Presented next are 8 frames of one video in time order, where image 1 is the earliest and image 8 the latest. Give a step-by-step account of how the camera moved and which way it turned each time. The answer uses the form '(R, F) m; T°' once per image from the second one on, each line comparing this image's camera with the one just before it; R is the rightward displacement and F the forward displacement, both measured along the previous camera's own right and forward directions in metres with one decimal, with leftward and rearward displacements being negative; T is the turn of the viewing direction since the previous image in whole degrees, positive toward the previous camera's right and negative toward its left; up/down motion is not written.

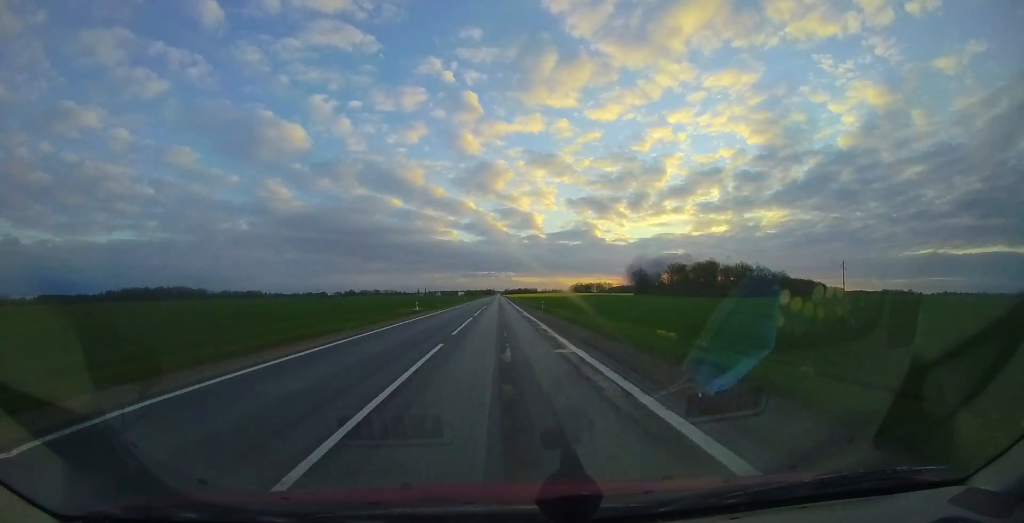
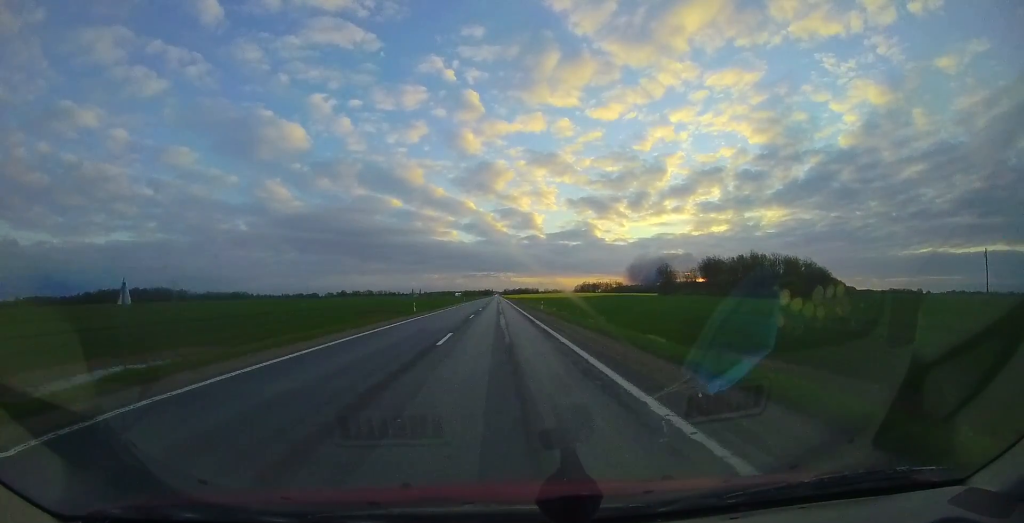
(-0.4, +49.8) m; -1°
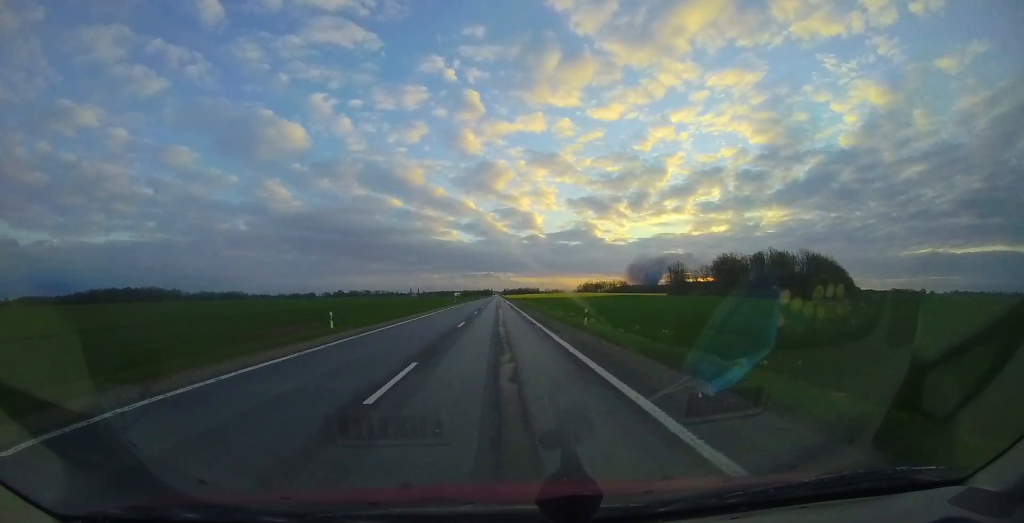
(+0.1, +17.5) m; 0°
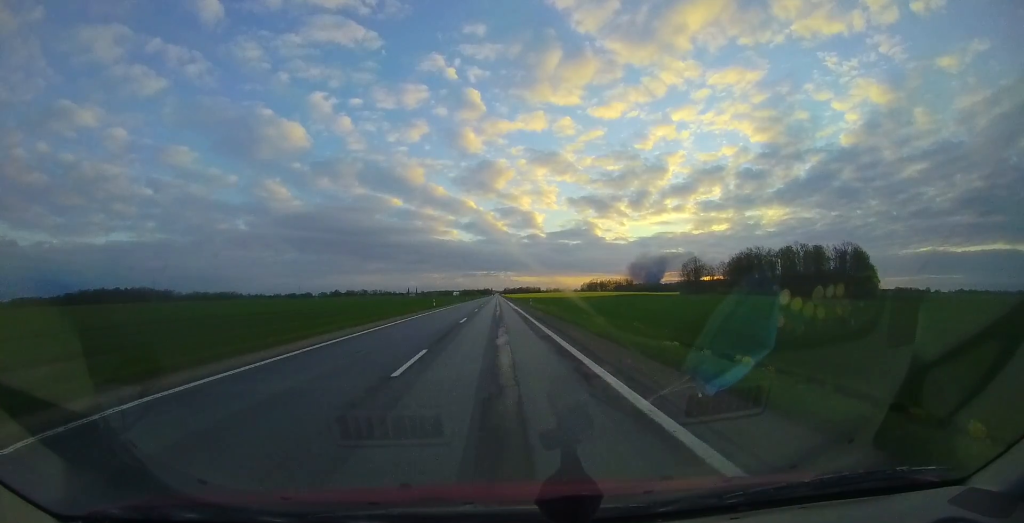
(0.0, +22.4) m; 0°
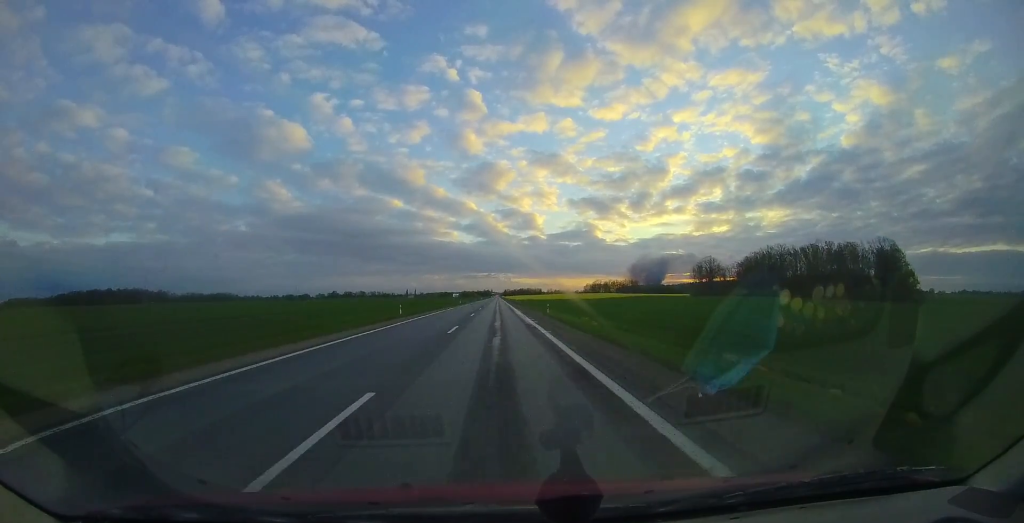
(-0.1, +15.9) m; 0°
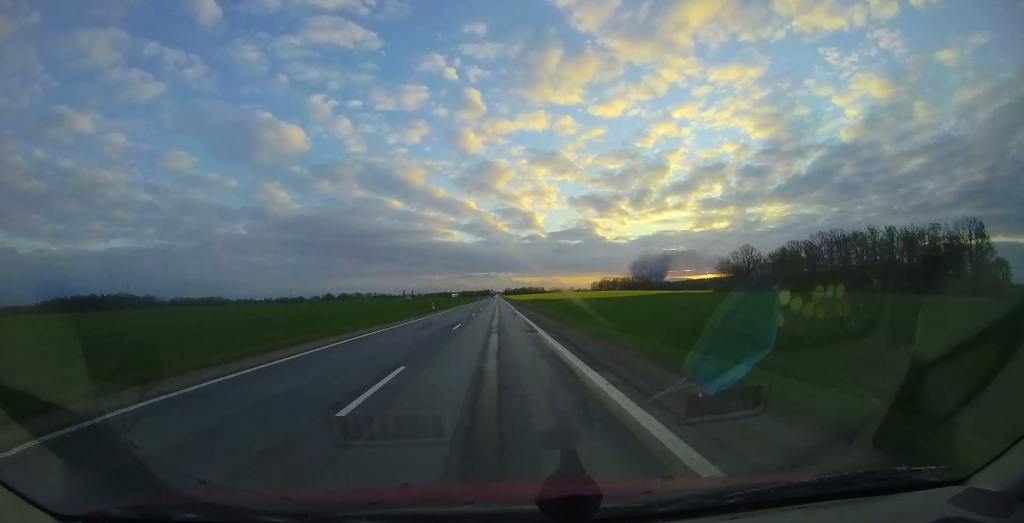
(+0.2, +32.7) m; 0°
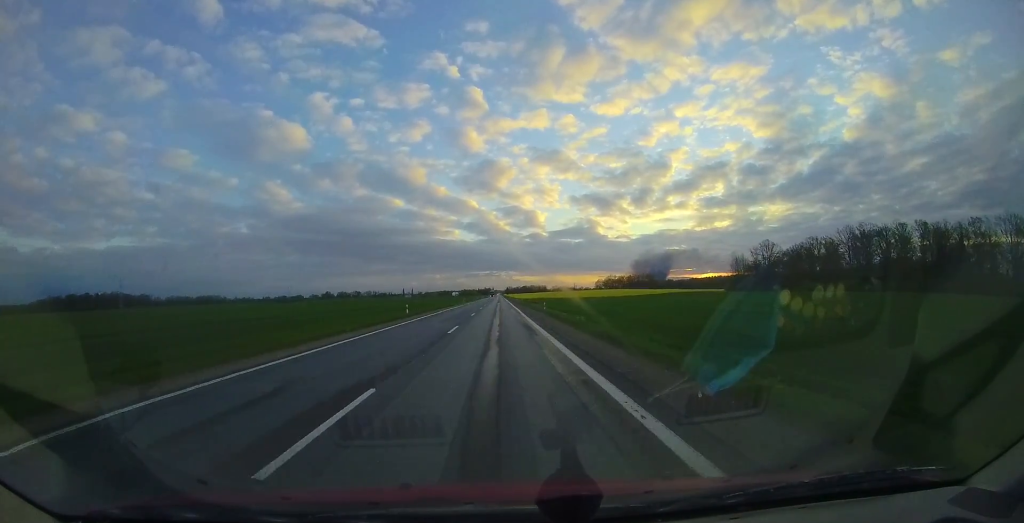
(0.0, +13.5) m; 0°
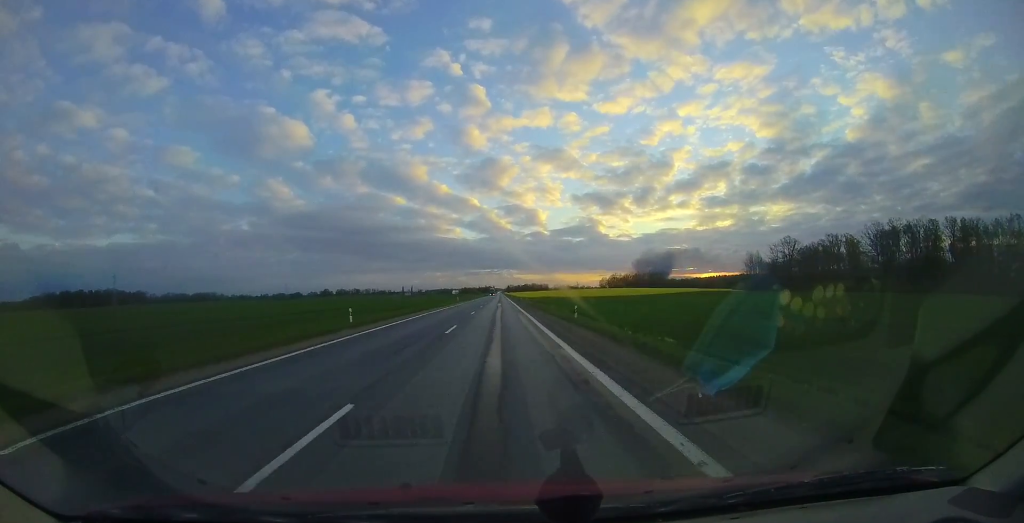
(-0.3, +12.8) m; 0°
